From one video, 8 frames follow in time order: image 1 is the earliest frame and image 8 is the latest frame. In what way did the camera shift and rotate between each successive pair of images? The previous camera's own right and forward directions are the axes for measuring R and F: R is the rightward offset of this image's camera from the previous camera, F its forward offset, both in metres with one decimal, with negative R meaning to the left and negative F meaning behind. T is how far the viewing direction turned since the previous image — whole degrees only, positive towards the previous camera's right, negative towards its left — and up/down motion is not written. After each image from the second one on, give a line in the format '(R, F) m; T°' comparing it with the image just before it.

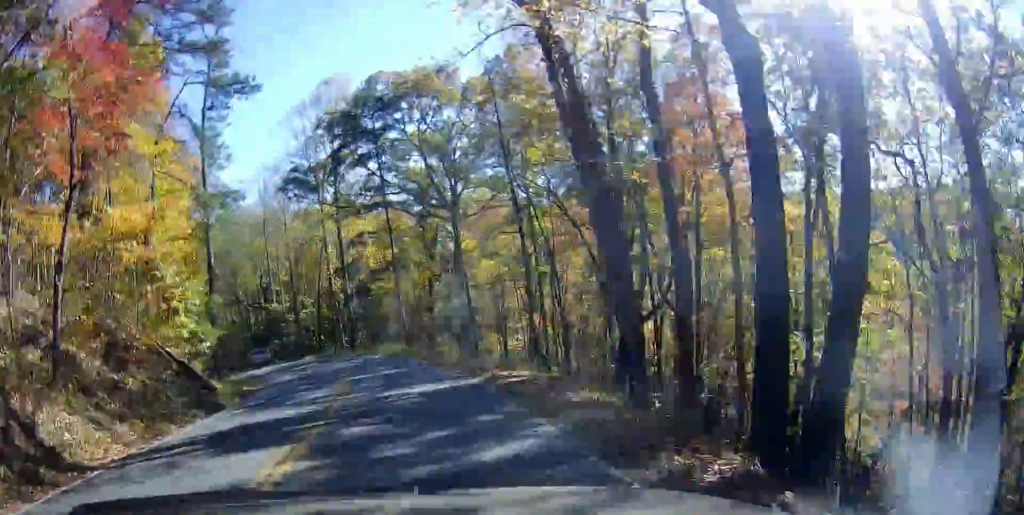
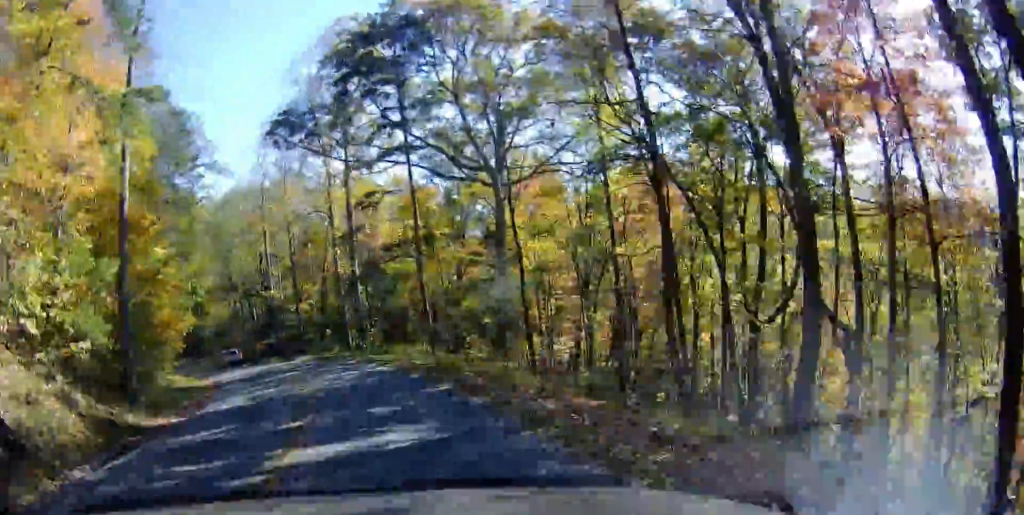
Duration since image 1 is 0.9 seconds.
(0.0, +10.3) m; -3°
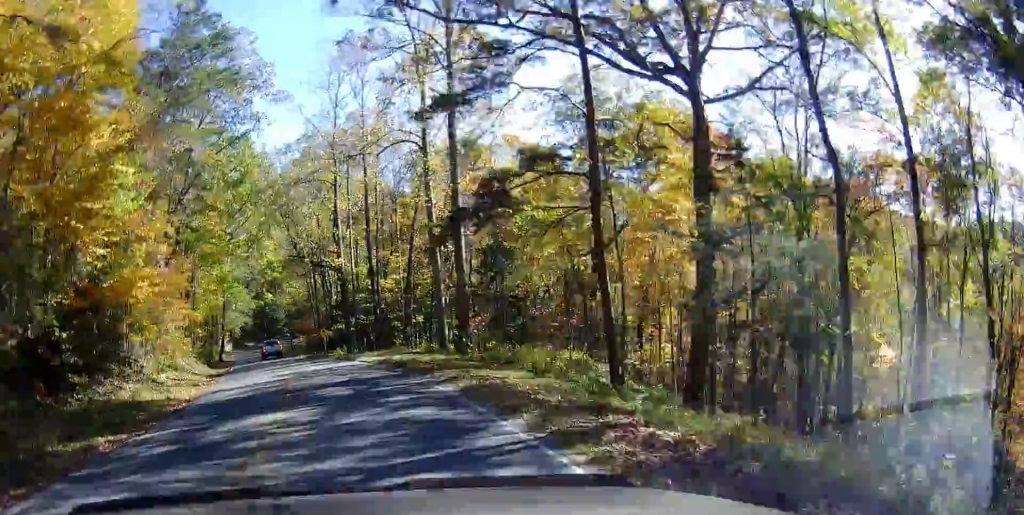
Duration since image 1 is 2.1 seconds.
(-1.3, +14.4) m; -11°
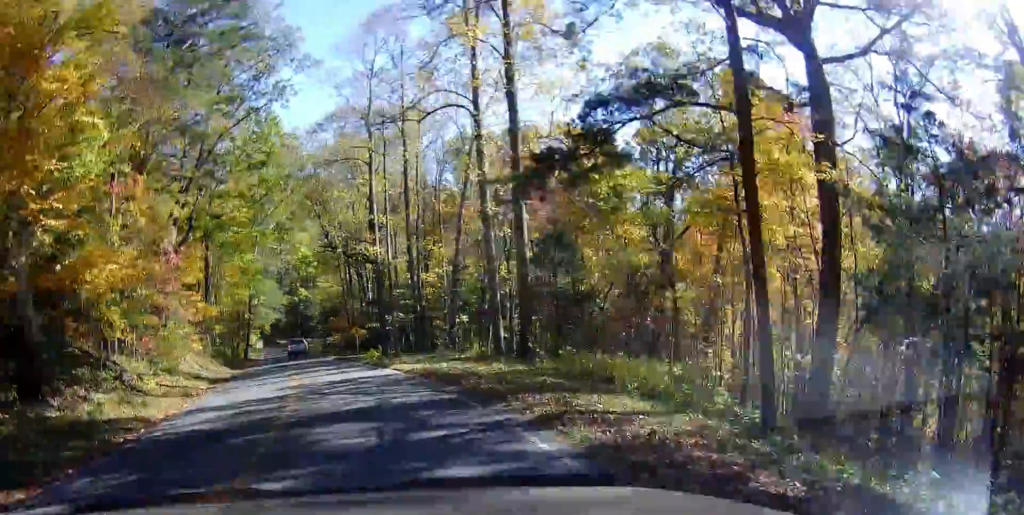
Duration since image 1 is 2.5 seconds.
(-0.4, +5.4) m; -4°
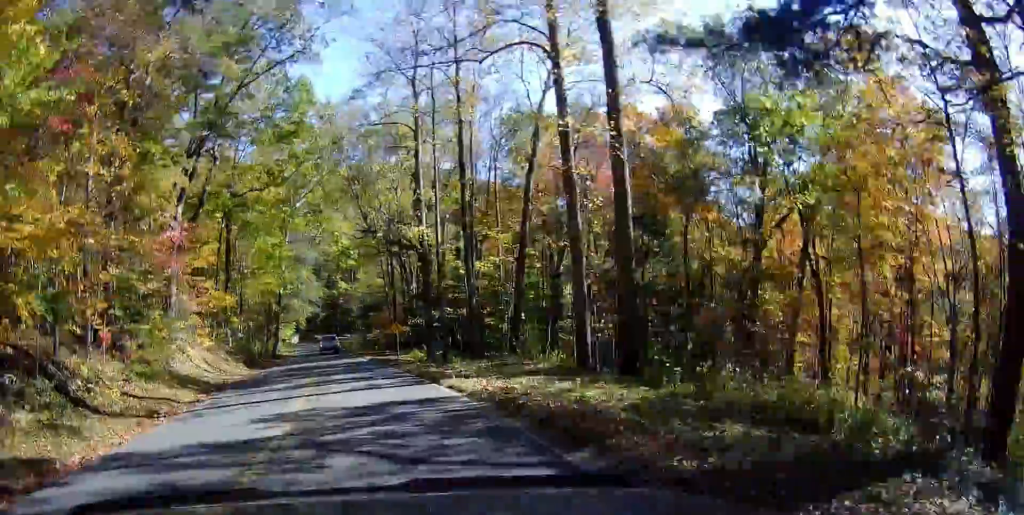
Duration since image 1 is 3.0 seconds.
(-0.2, +6.4) m; -2°
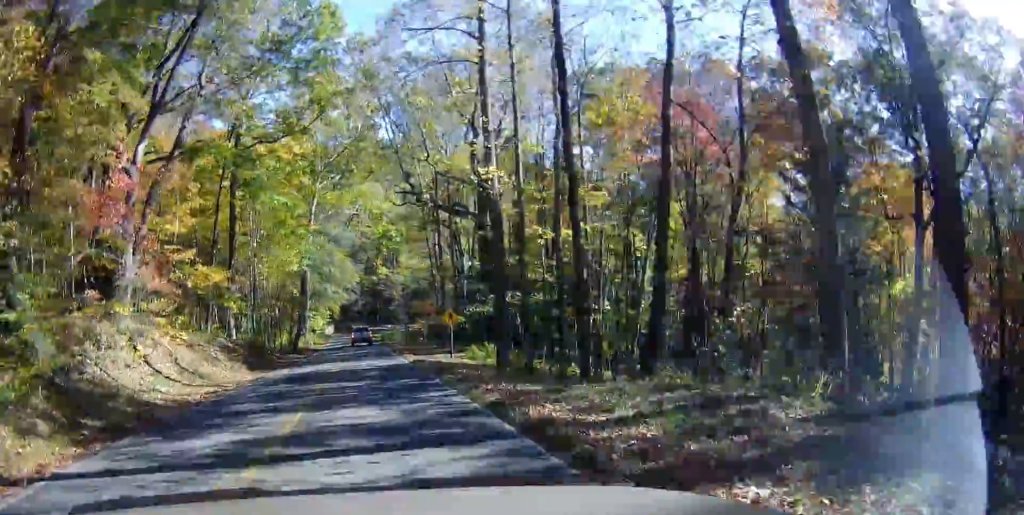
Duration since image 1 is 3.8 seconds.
(0.0, +10.5) m; 0°
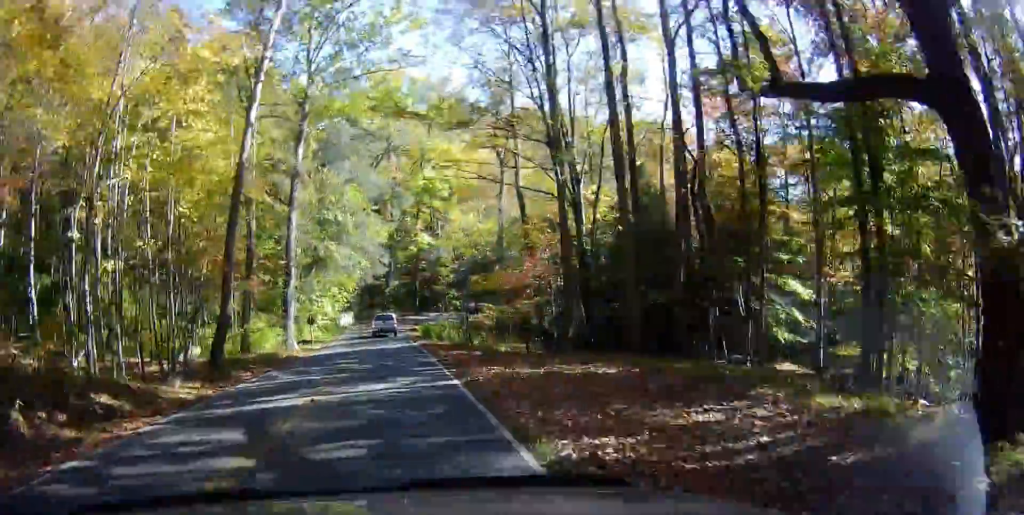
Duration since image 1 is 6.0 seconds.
(-0.2, +29.8) m; -2°
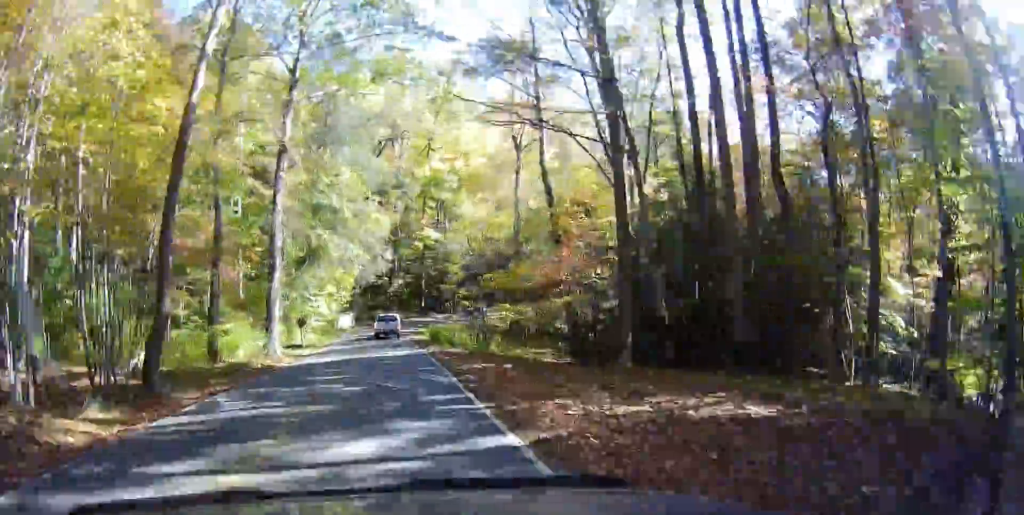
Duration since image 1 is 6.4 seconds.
(-0.1, +5.8) m; -1°
